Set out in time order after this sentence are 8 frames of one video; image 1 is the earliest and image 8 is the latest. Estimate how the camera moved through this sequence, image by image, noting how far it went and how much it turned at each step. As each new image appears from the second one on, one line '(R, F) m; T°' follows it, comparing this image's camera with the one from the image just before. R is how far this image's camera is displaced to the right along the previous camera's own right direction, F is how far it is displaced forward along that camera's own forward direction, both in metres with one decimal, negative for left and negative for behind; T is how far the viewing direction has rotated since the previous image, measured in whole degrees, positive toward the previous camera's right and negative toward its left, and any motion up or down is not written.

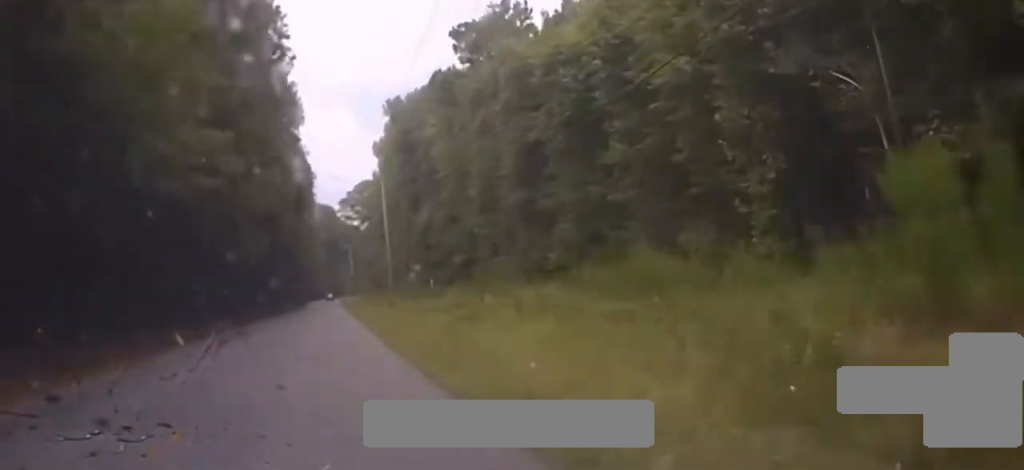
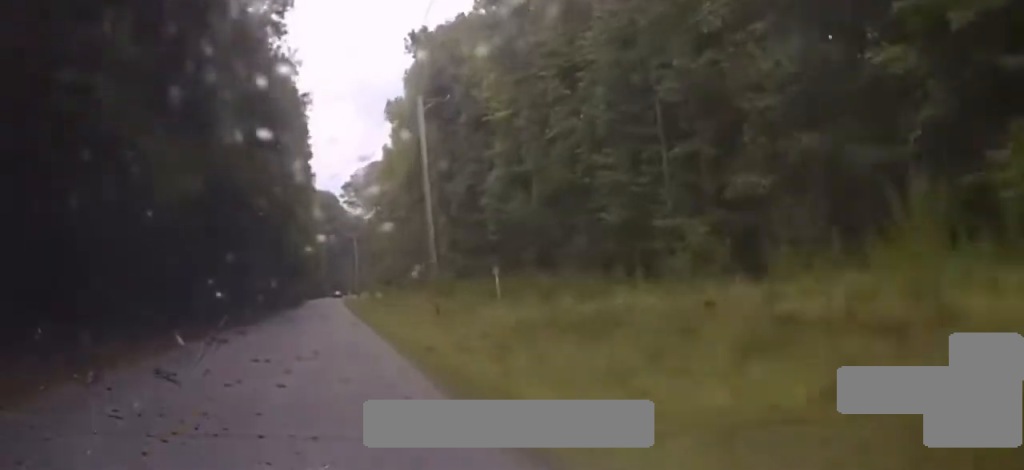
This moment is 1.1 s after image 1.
(+0.1, +29.3) m; 0°
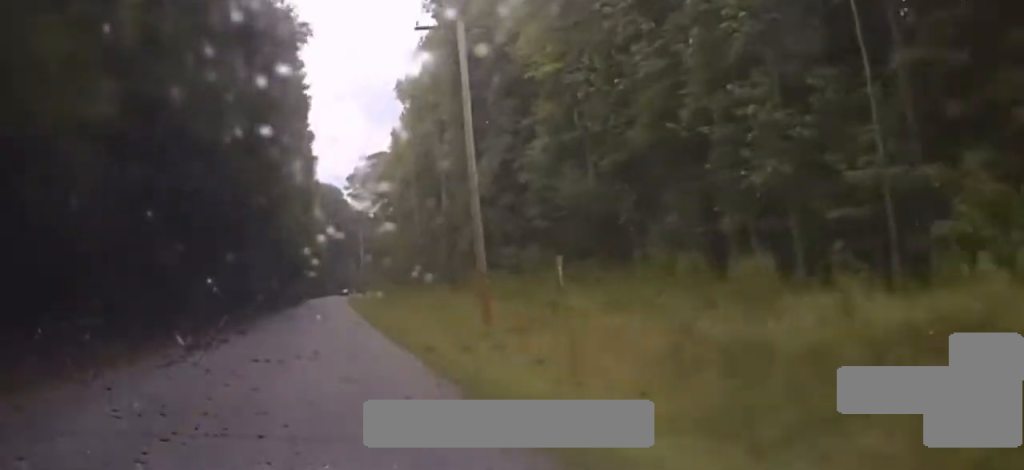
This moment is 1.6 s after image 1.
(0.0, +12.8) m; 0°
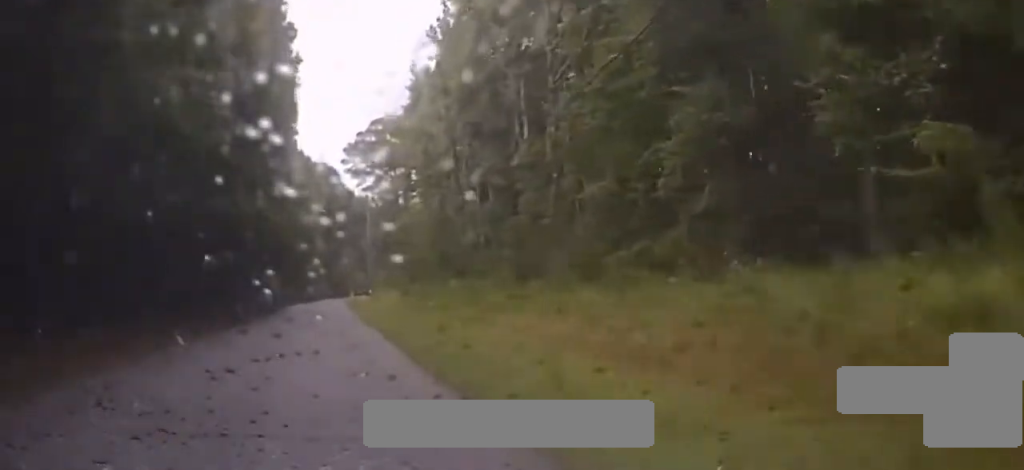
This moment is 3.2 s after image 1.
(0.0, +43.7) m; 0°
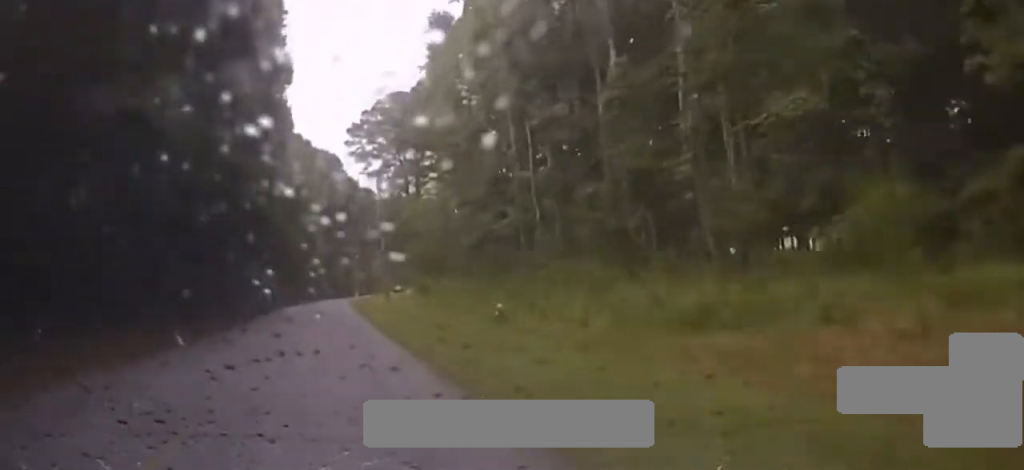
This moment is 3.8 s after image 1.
(0.0, +17.3) m; 0°
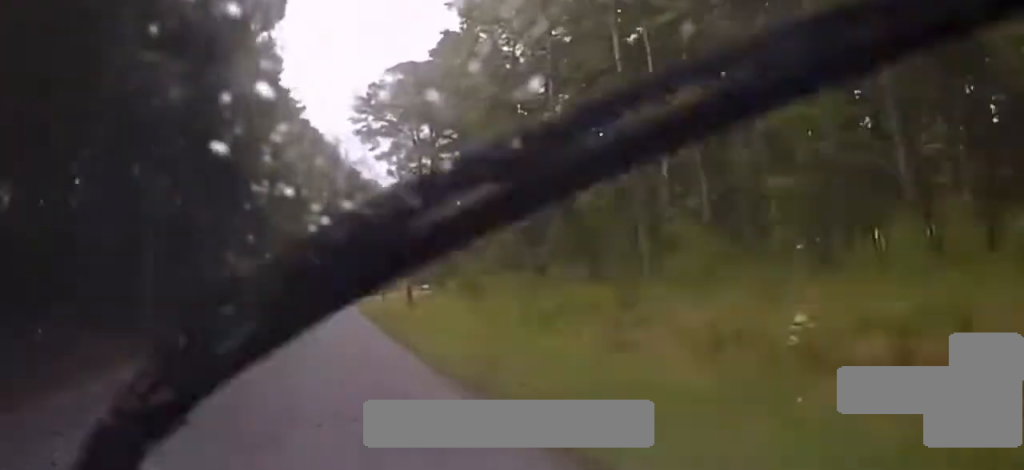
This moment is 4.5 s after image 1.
(0.0, +19.0) m; 0°
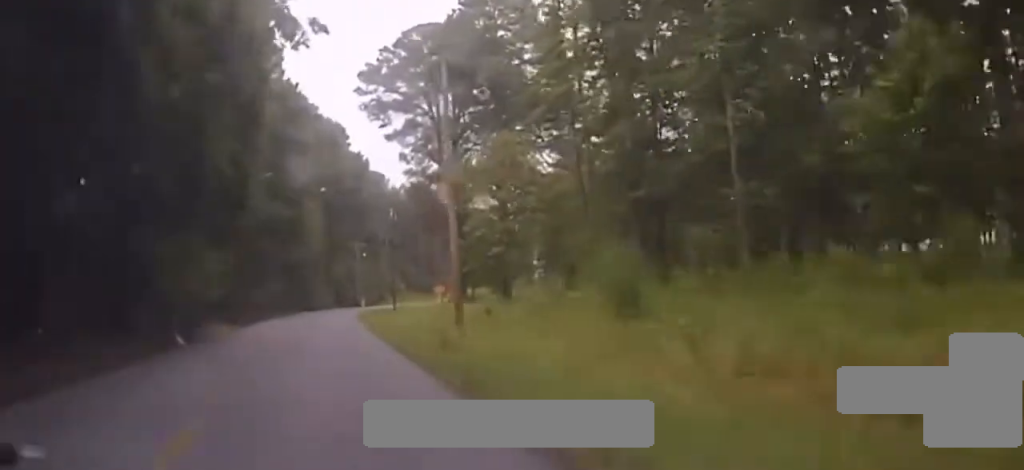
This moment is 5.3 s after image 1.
(-0.2, +19.5) m; 0°
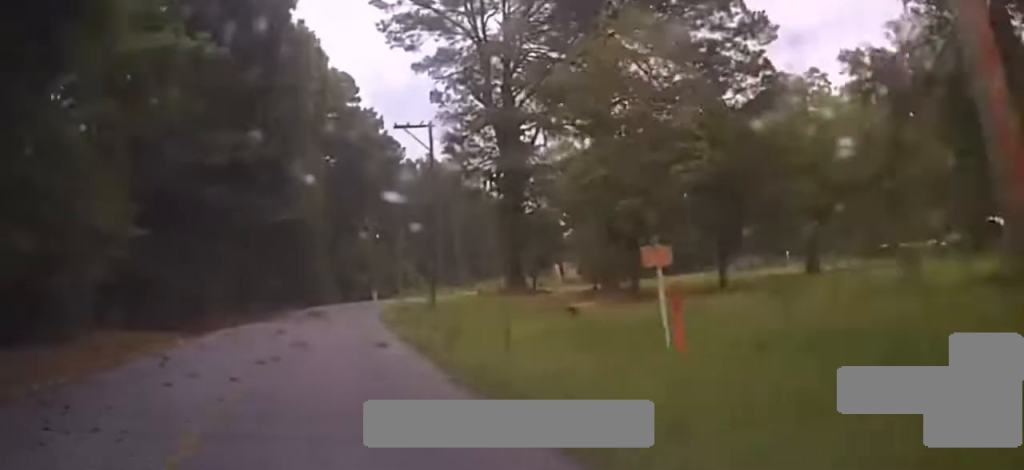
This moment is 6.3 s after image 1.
(+0.1, +23.9) m; 0°
